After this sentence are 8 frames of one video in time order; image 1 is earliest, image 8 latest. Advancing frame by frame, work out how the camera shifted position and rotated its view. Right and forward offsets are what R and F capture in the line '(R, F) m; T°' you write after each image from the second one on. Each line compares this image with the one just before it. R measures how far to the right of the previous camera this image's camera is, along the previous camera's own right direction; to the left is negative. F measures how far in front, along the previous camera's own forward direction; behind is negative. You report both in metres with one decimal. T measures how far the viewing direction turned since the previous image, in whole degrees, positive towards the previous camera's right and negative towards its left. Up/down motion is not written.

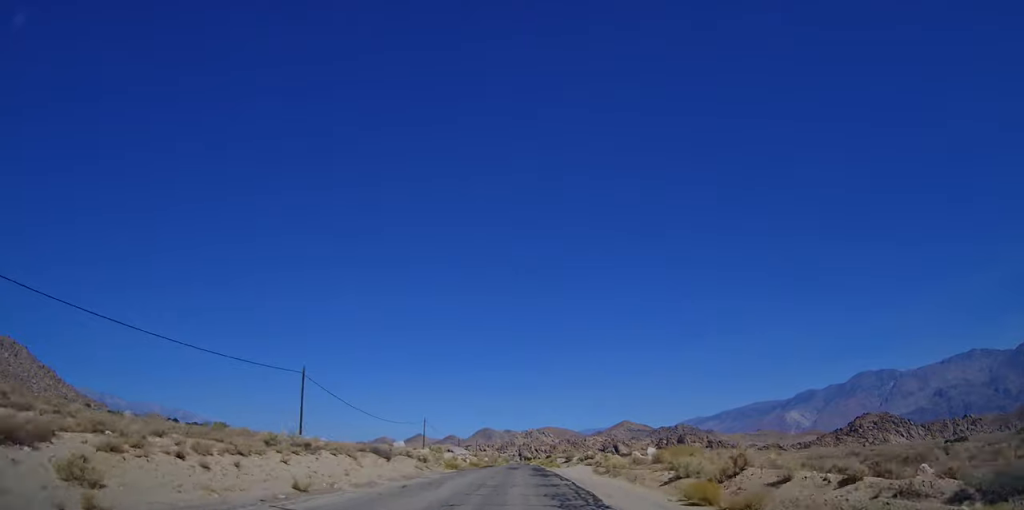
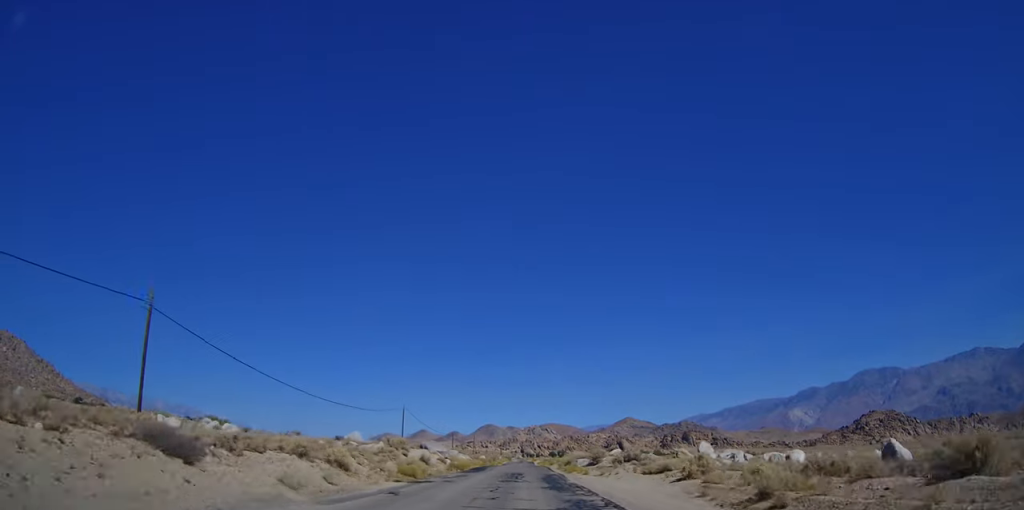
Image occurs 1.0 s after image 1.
(-0.4, +20.1) m; -2°
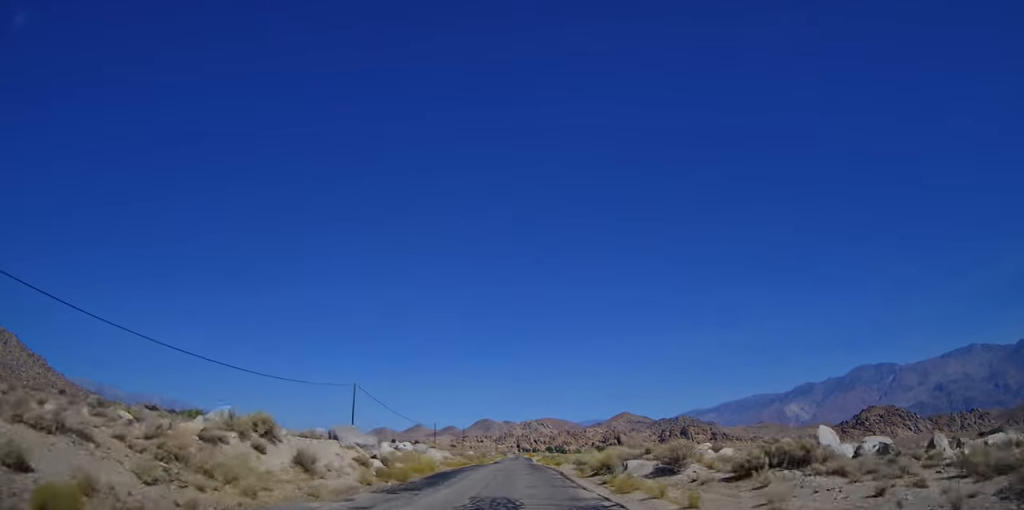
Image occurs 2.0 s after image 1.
(-0.3, +22.1) m; -1°
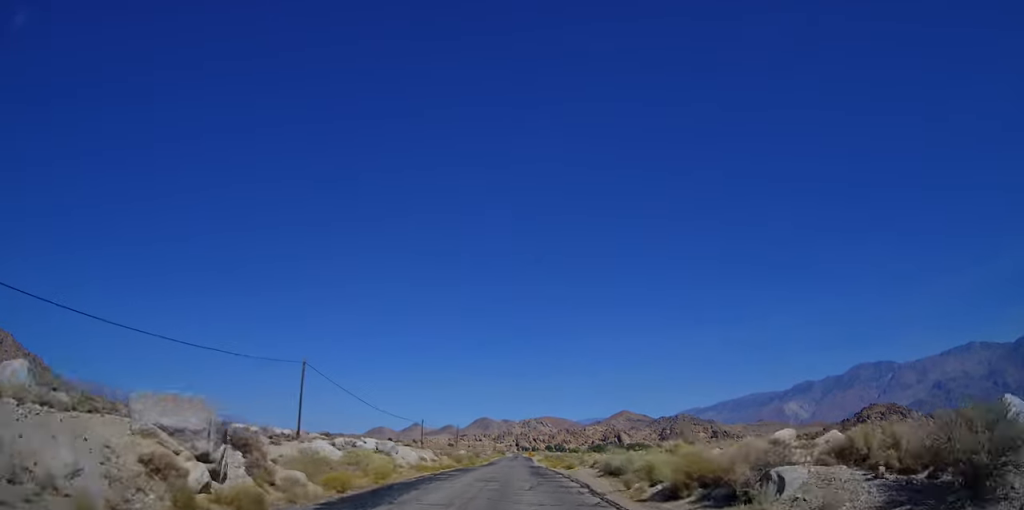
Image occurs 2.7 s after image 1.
(0.0, +13.8) m; 0°
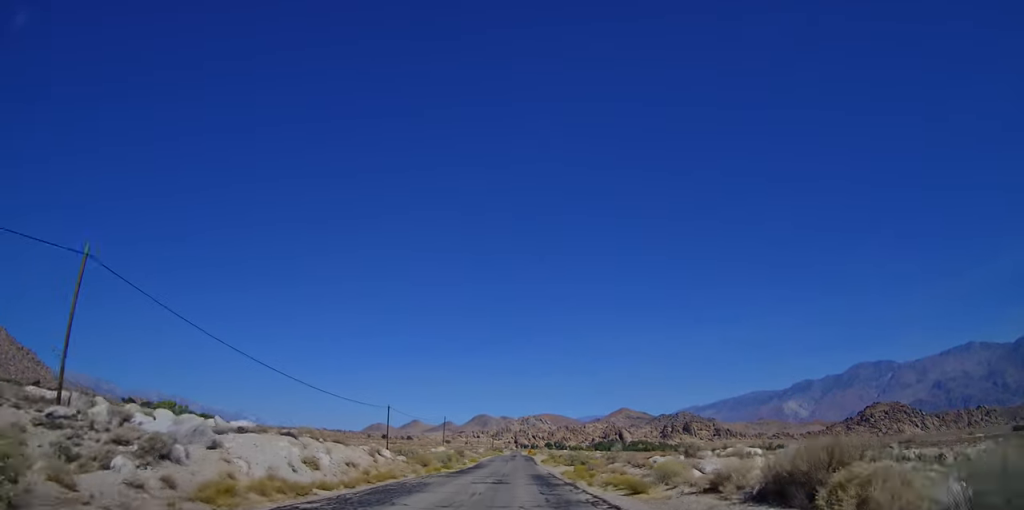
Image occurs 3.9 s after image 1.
(0.0, +24.9) m; 0°
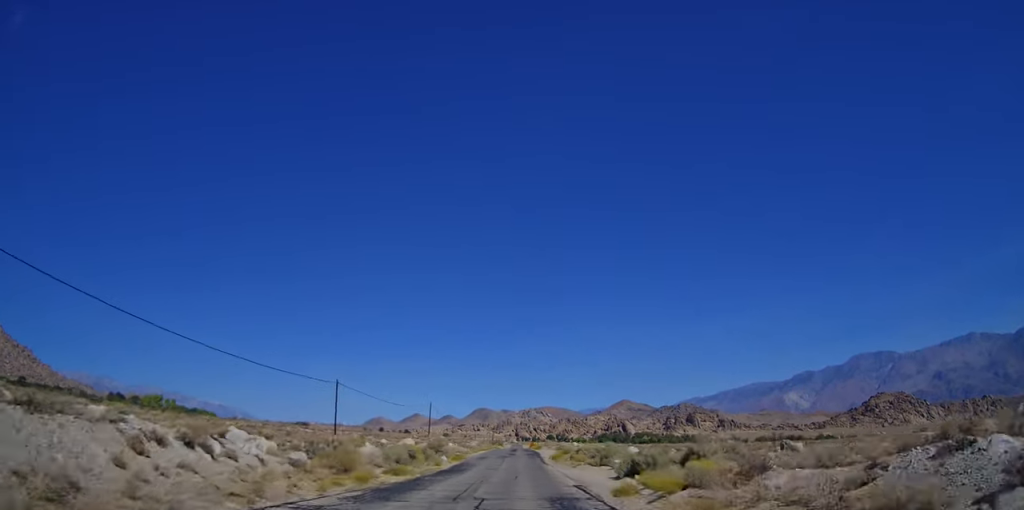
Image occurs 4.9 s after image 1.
(0.0, +21.4) m; 0°
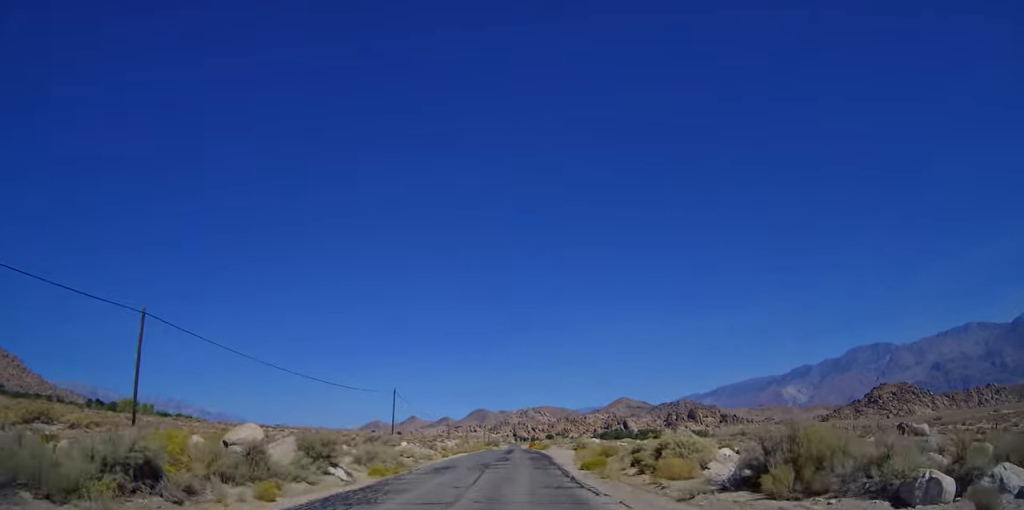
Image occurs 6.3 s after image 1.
(0.0, +29.1) m; +1°
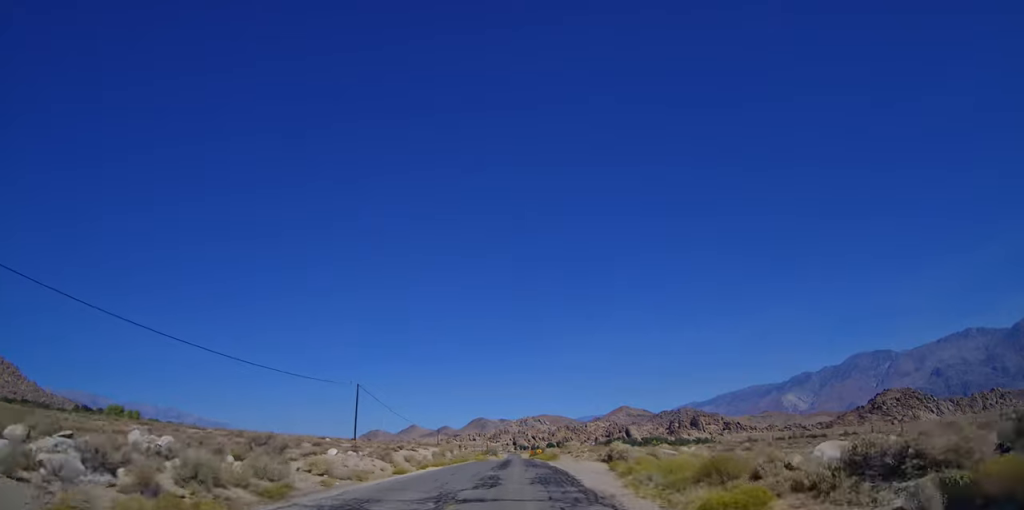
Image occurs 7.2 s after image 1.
(+0.2, +18.0) m; +1°
